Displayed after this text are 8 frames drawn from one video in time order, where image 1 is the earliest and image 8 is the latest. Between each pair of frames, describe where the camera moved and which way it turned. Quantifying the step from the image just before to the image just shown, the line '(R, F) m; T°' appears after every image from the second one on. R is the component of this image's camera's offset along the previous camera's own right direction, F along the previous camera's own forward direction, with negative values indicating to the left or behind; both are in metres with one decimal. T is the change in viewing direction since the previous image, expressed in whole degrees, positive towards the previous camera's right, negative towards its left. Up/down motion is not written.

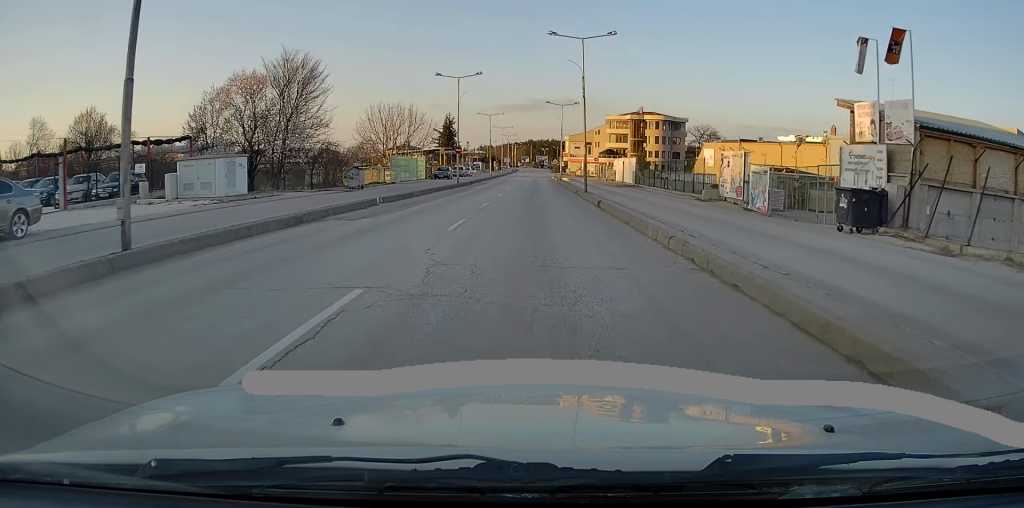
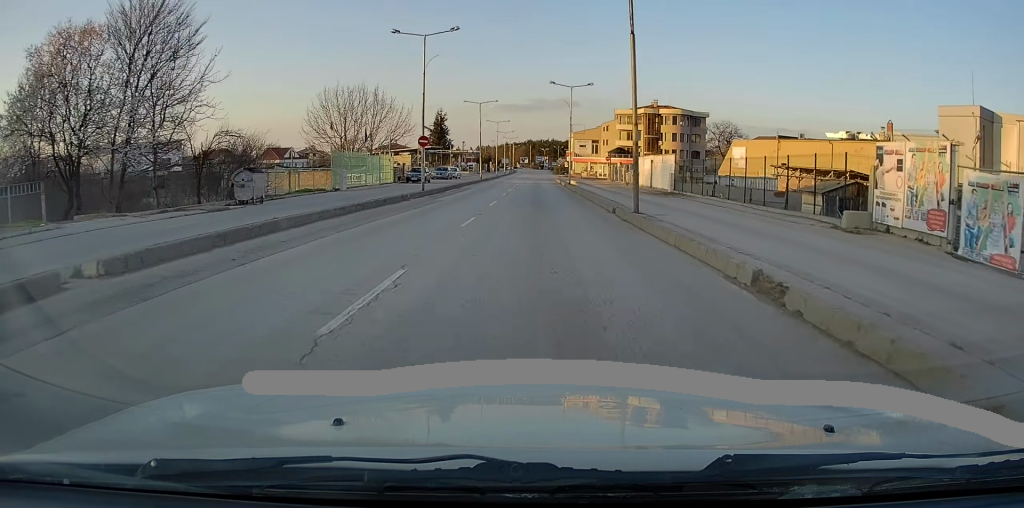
(-0.2, +16.4) m; 0°
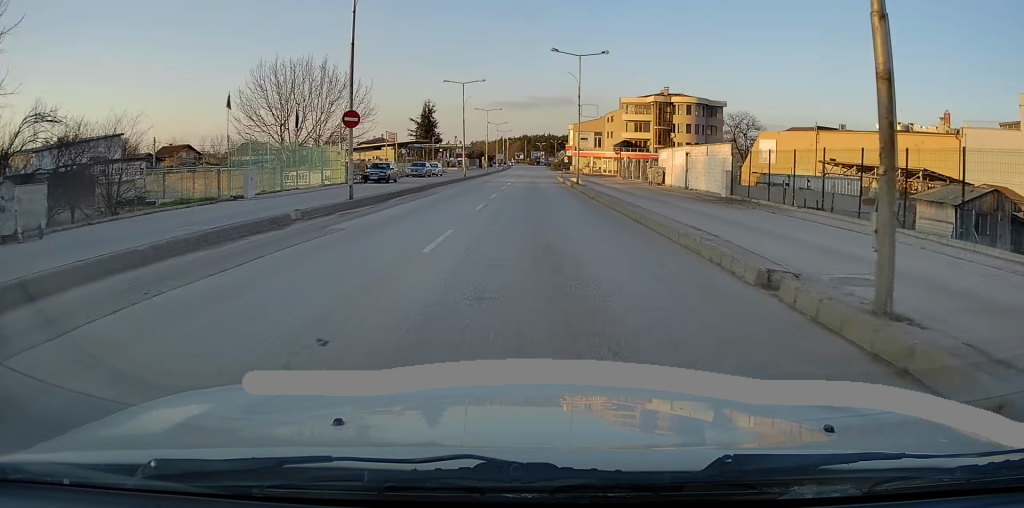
(+0.1, +13.3) m; +1°
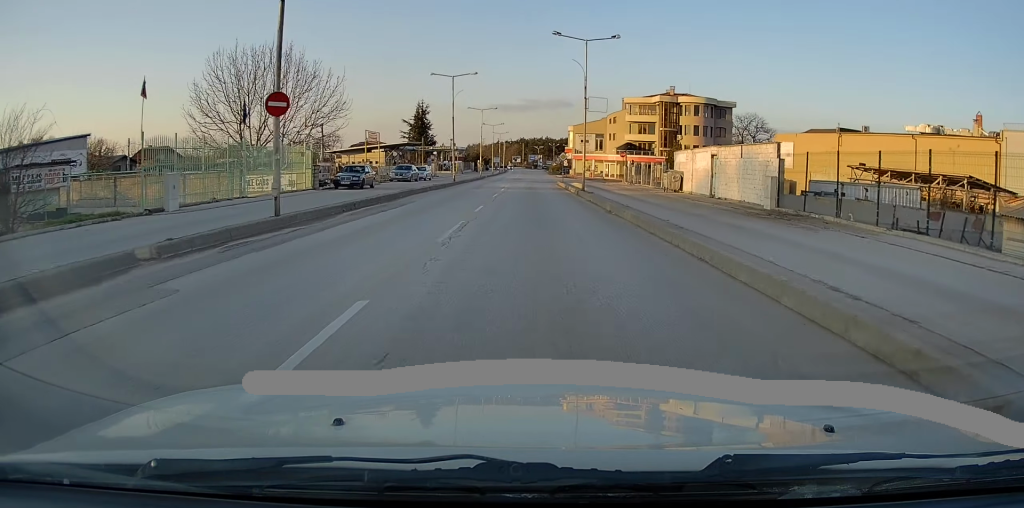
(+0.1, +6.2) m; 0°
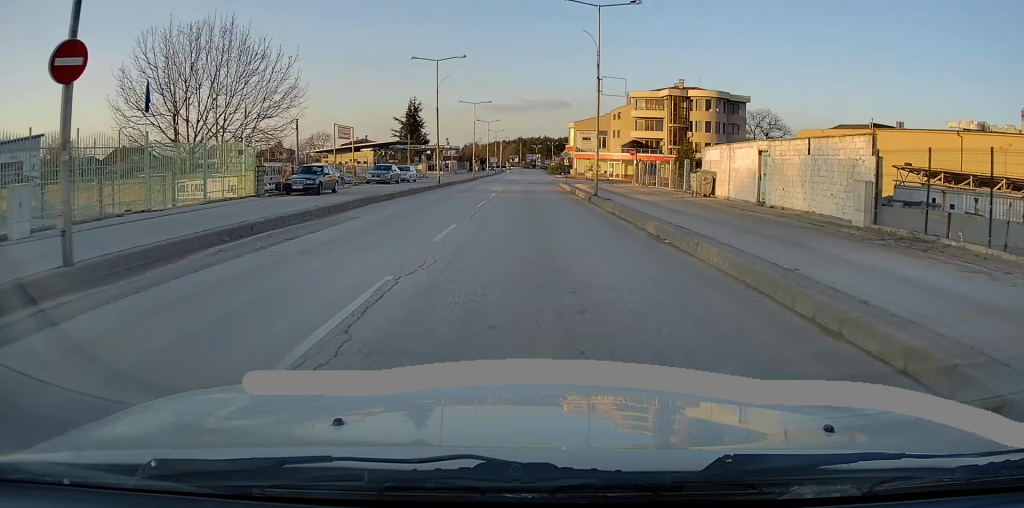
(0.0, +7.5) m; 0°
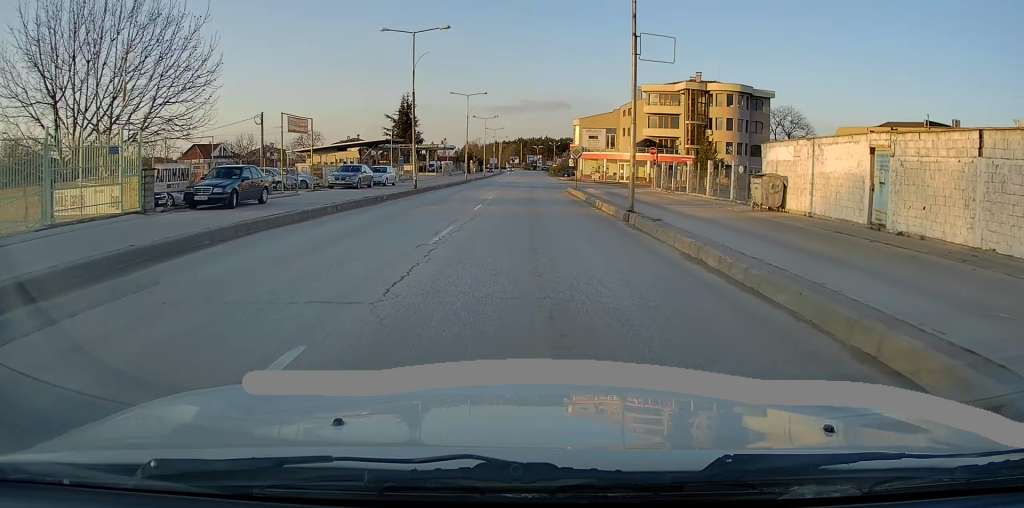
(0.0, +9.3) m; 0°
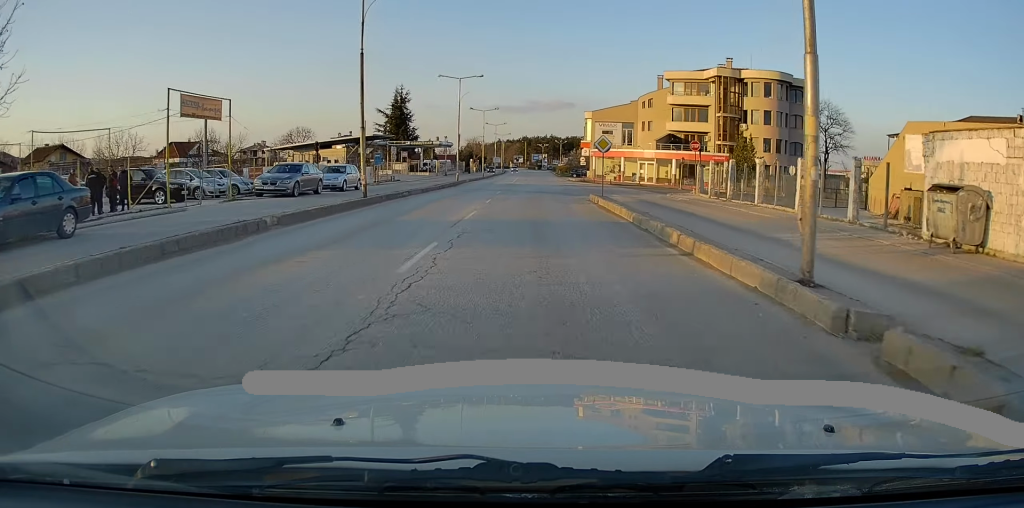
(+0.1, +11.4) m; -1°
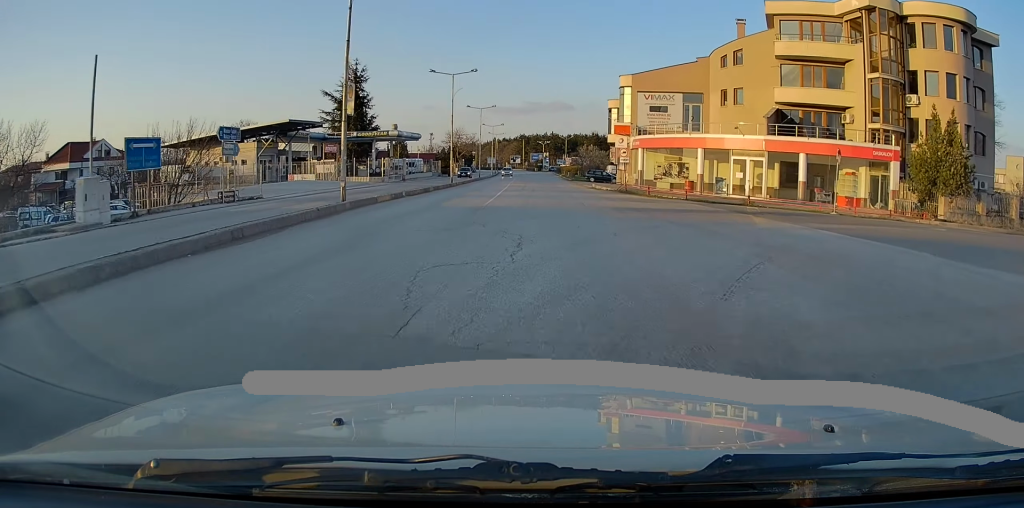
(0.0, +32.5) m; +1°
